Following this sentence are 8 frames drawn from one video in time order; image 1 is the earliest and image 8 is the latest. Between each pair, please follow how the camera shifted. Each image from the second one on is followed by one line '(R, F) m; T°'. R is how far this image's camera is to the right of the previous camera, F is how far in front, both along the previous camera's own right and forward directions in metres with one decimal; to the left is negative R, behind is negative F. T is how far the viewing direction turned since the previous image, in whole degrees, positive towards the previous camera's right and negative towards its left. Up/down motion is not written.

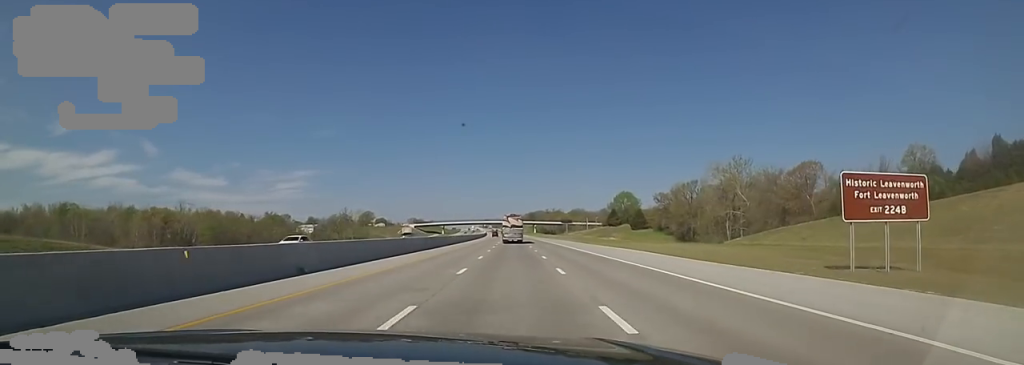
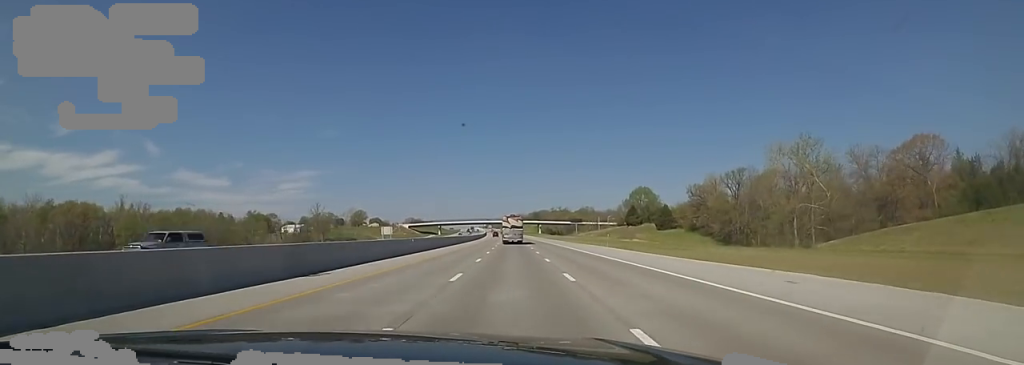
(-0.3, +31.0) m; 0°
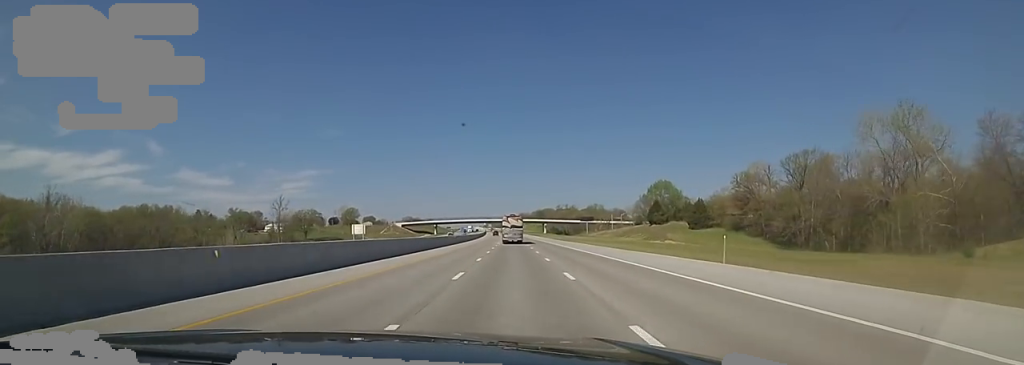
(+0.1, +28.7) m; +2°
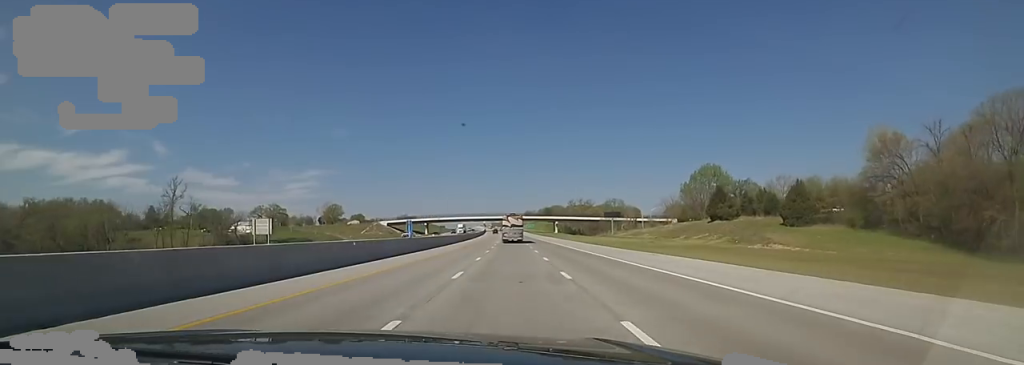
(+1.4, +47.6) m; +1°
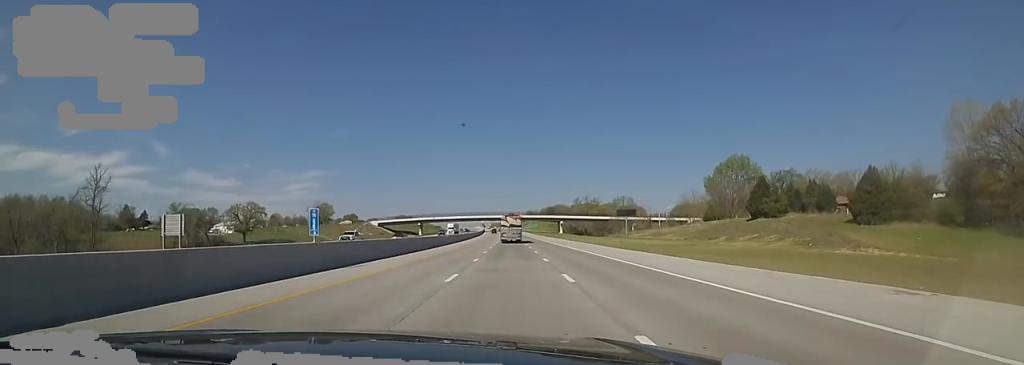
(-0.7, +20.3) m; -1°
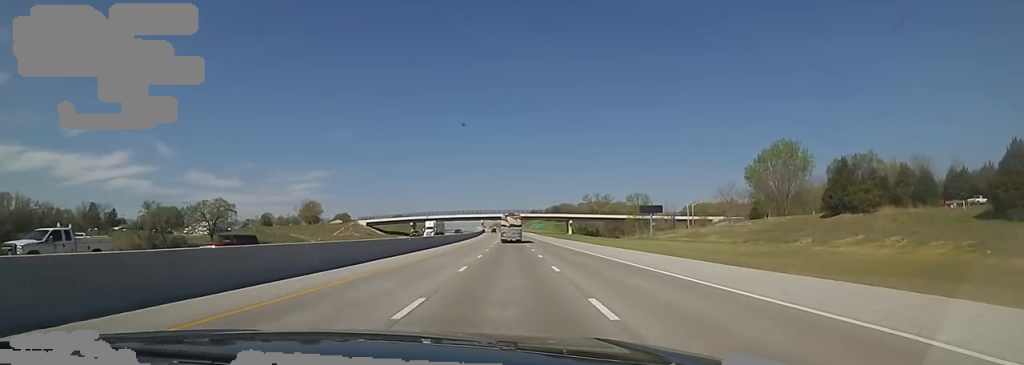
(-0.4, +25.0) m; -2°
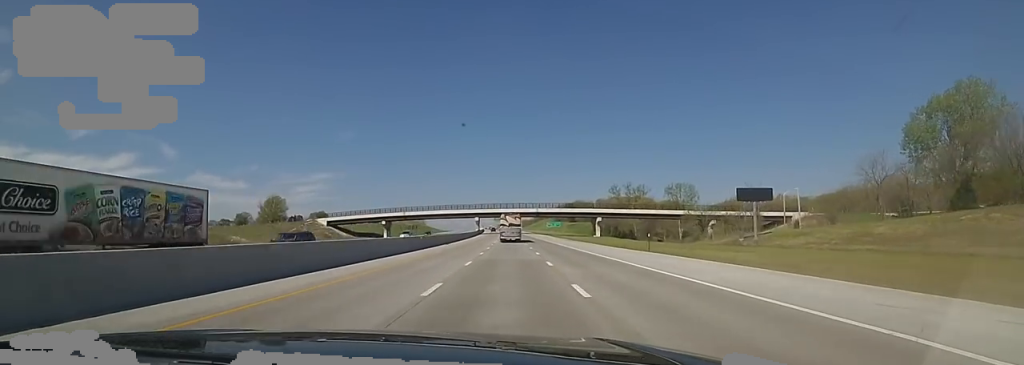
(-2.1, +54.8) m; -2°
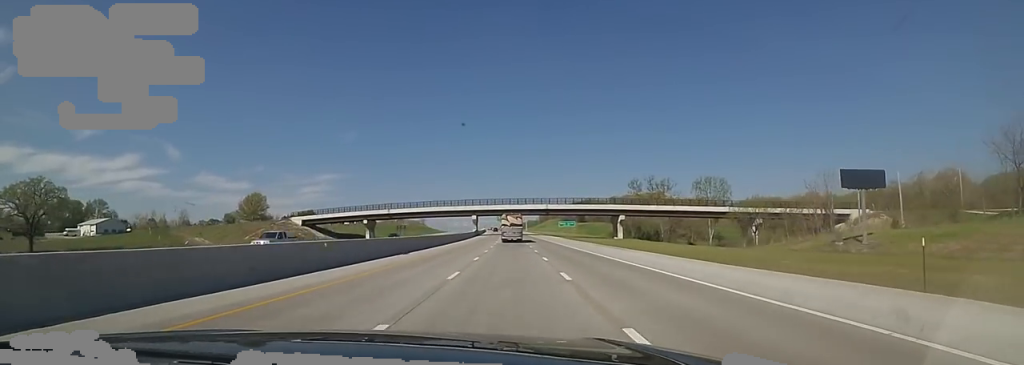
(+0.6, +25.0) m; +1°
